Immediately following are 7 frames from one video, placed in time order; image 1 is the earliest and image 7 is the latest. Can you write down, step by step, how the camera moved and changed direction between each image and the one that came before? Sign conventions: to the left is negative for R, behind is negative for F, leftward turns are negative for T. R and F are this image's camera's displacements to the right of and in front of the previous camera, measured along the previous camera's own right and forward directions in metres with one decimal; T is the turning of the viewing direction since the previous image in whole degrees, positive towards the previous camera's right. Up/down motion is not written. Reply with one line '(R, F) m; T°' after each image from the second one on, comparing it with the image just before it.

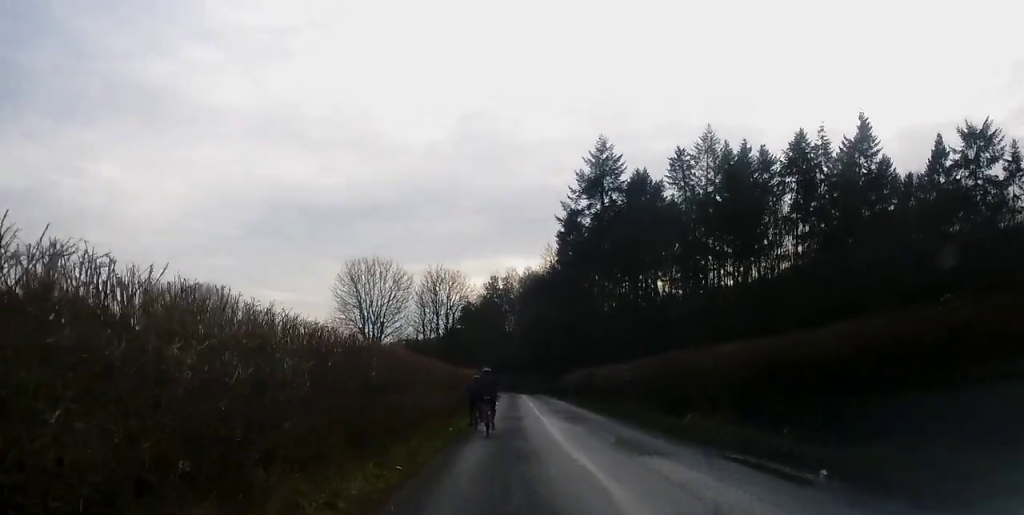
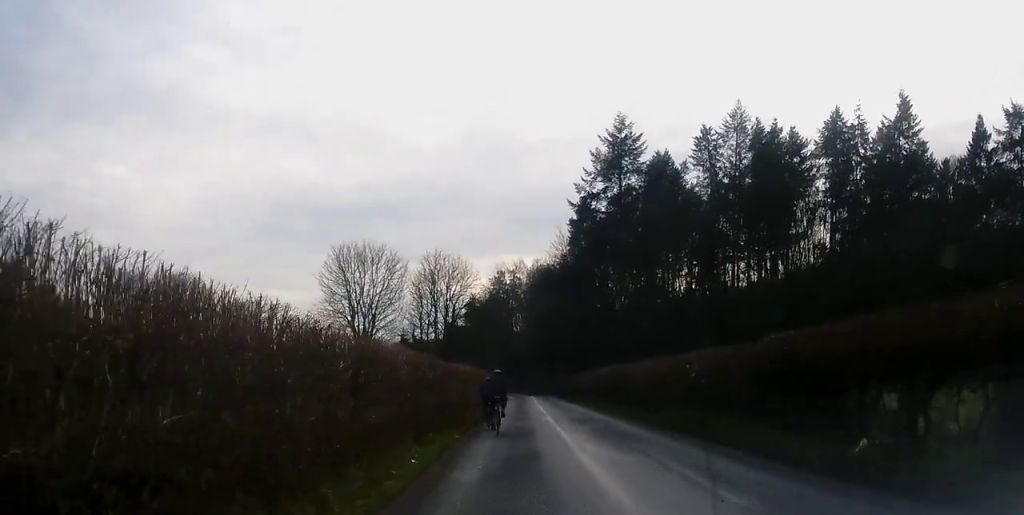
(-0.1, +9.5) m; -3°
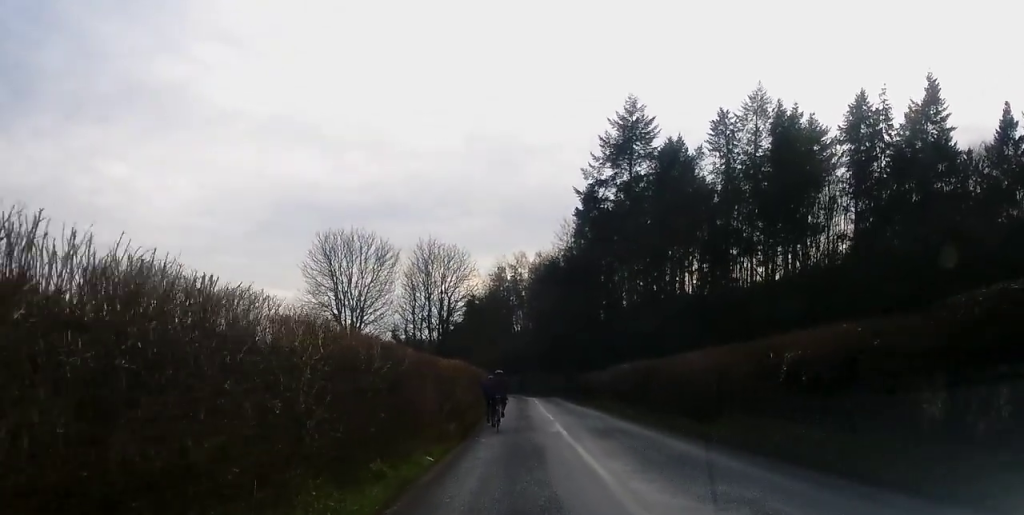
(-0.1, +6.5) m; 0°
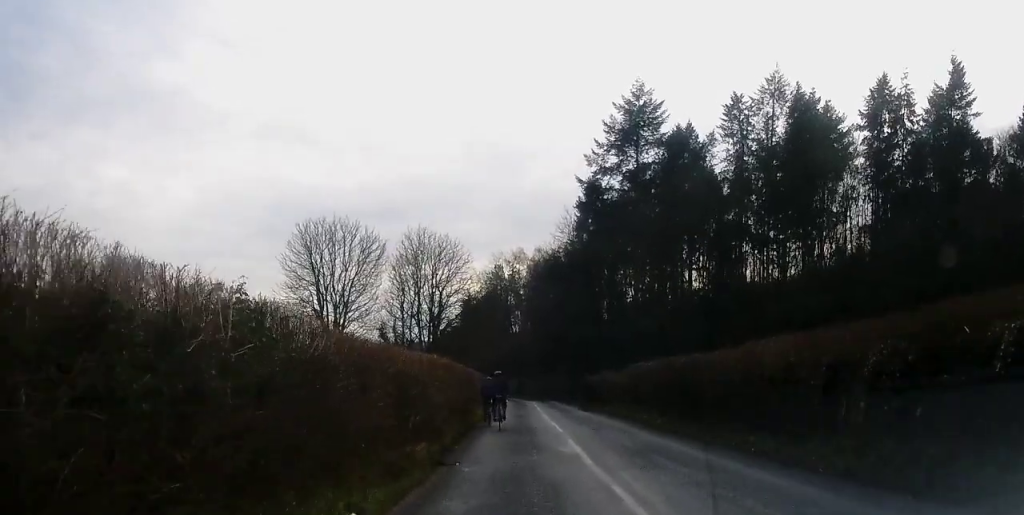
(+0.1, +6.0) m; +1°
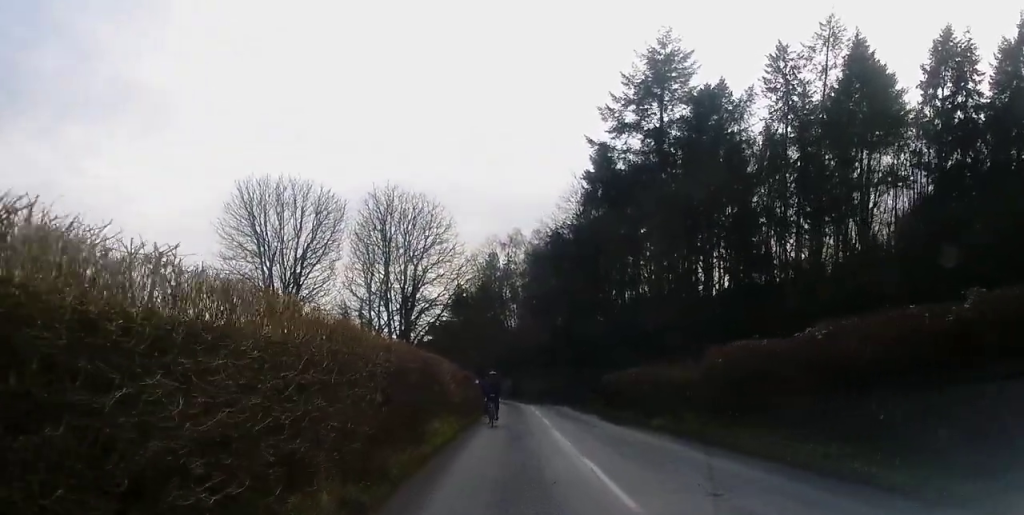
(0.0, +13.8) m; +1°
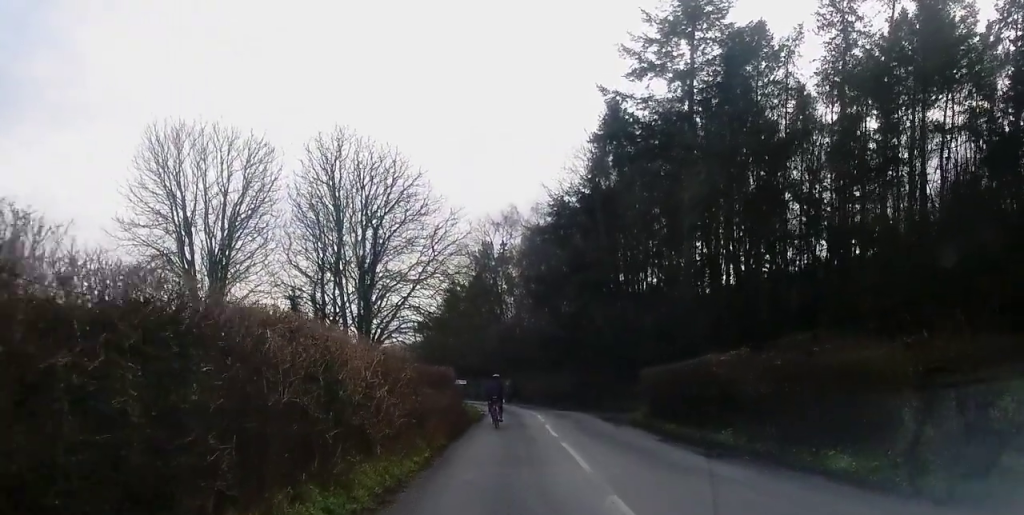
(+0.4, +12.8) m; +1°
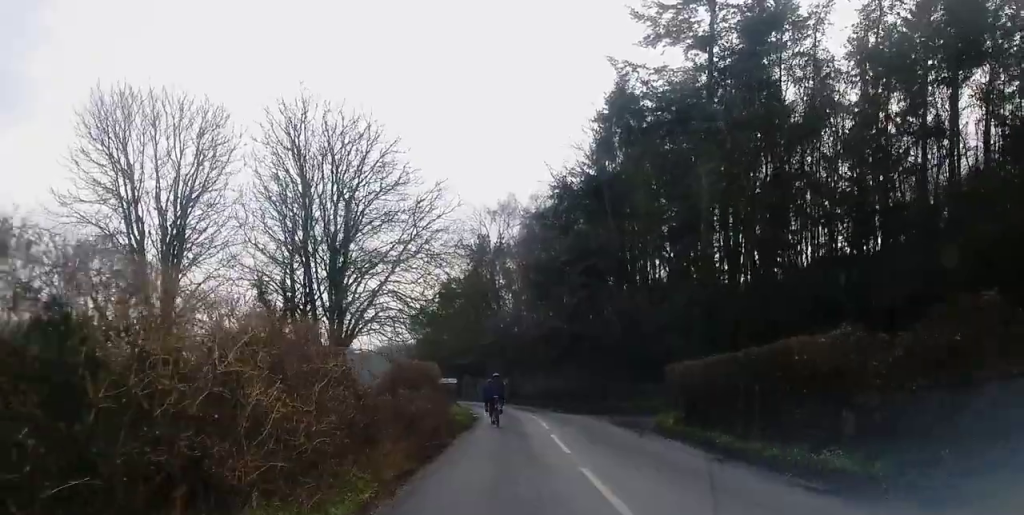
(-0.1, +5.6) m; -2°
